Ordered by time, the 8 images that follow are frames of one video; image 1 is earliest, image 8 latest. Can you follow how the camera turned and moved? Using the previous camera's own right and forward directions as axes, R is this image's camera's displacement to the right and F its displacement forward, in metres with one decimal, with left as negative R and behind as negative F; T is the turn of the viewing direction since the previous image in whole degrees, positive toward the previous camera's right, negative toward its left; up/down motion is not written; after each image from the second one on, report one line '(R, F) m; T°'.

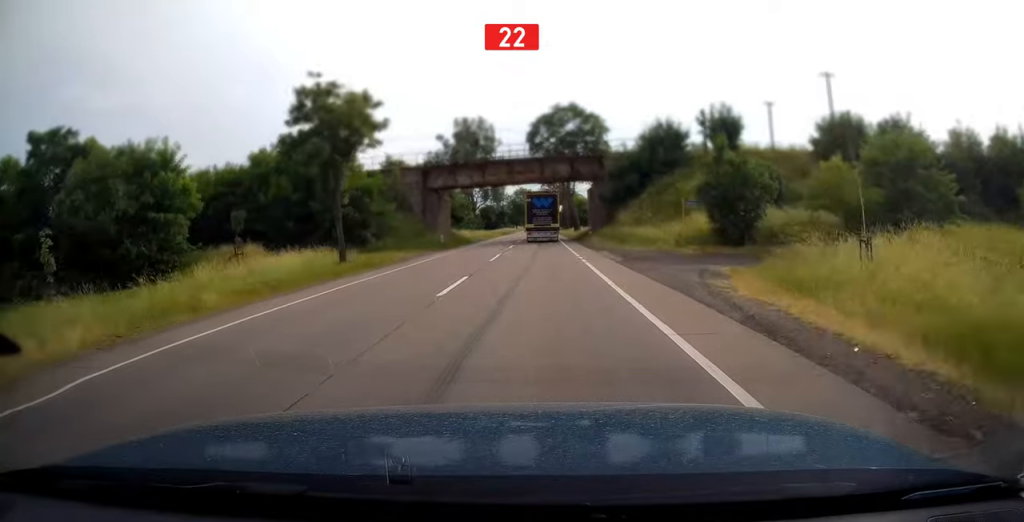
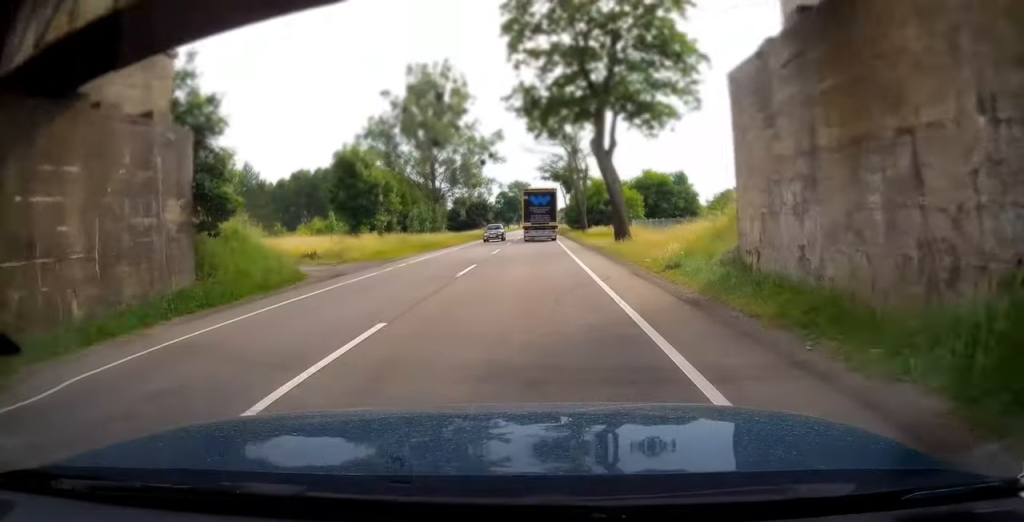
(+0.1, +44.4) m; 0°
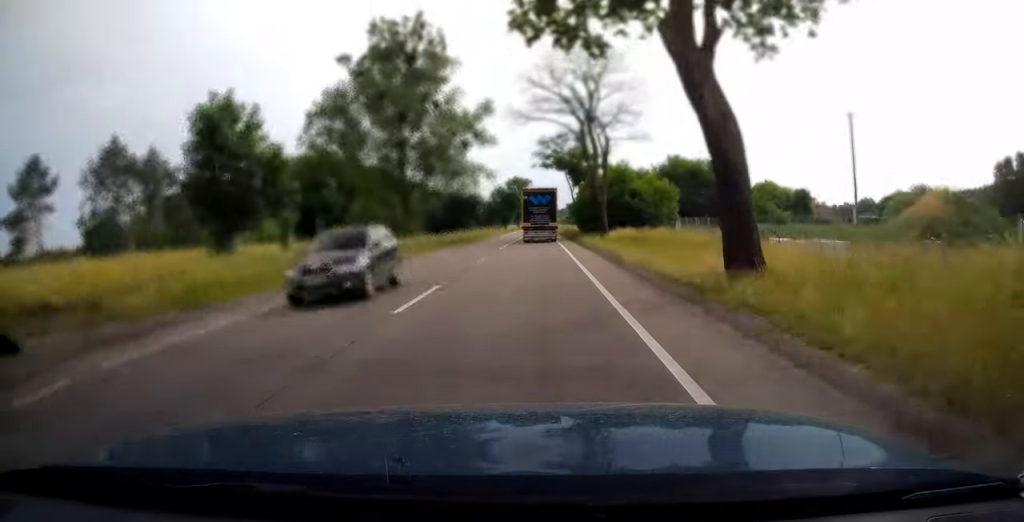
(0.0, +19.1) m; 0°
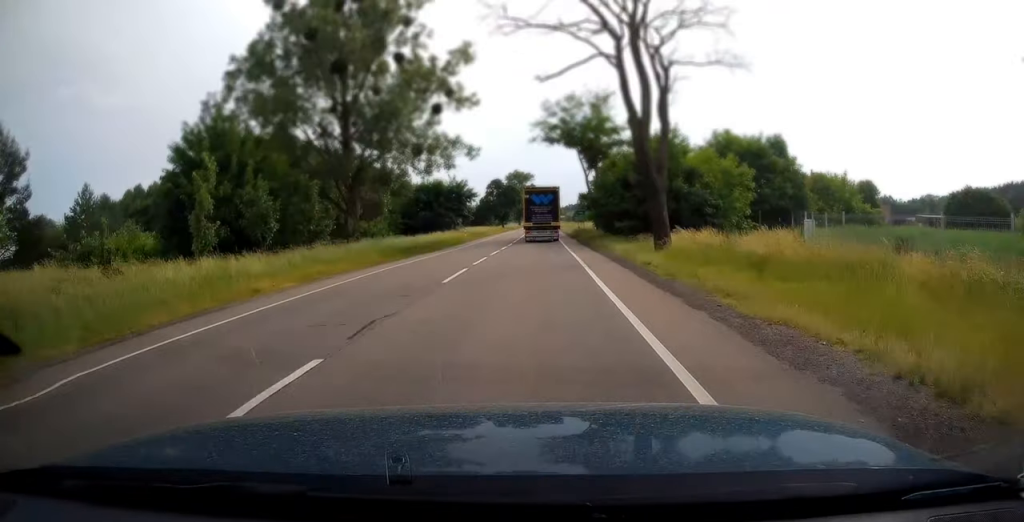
(0.0, +19.6) m; 0°
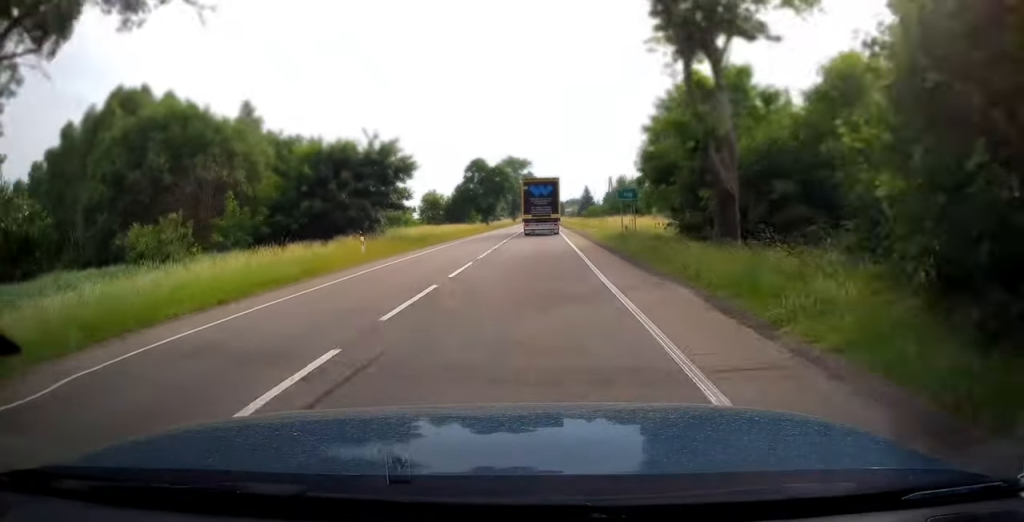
(0.0, +35.8) m; 0°
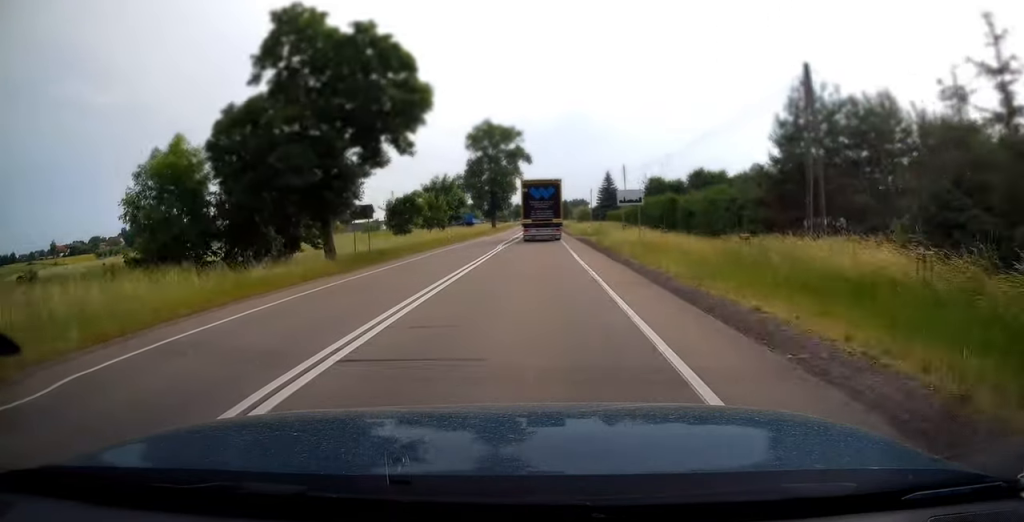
(0.0, +72.3) m; 0°
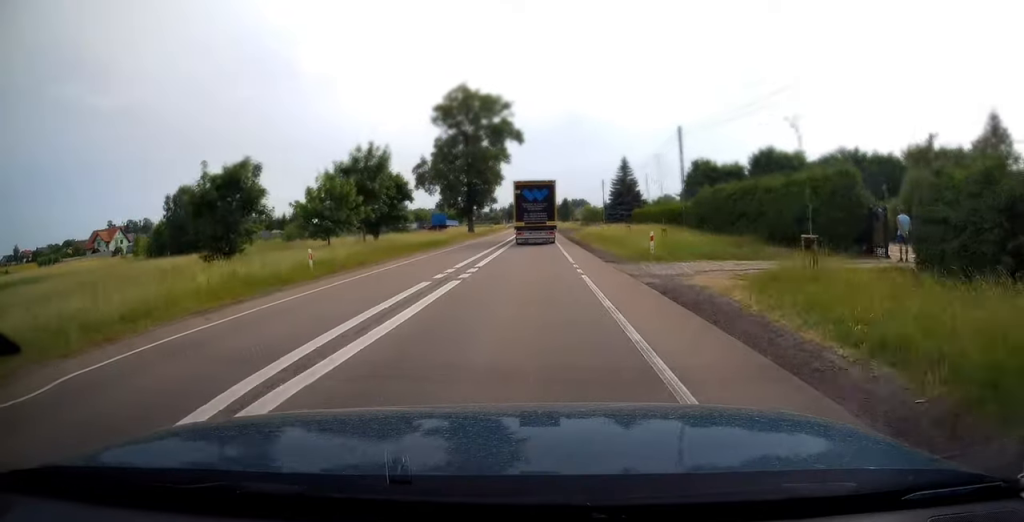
(+0.3, +31.3) m; 0°
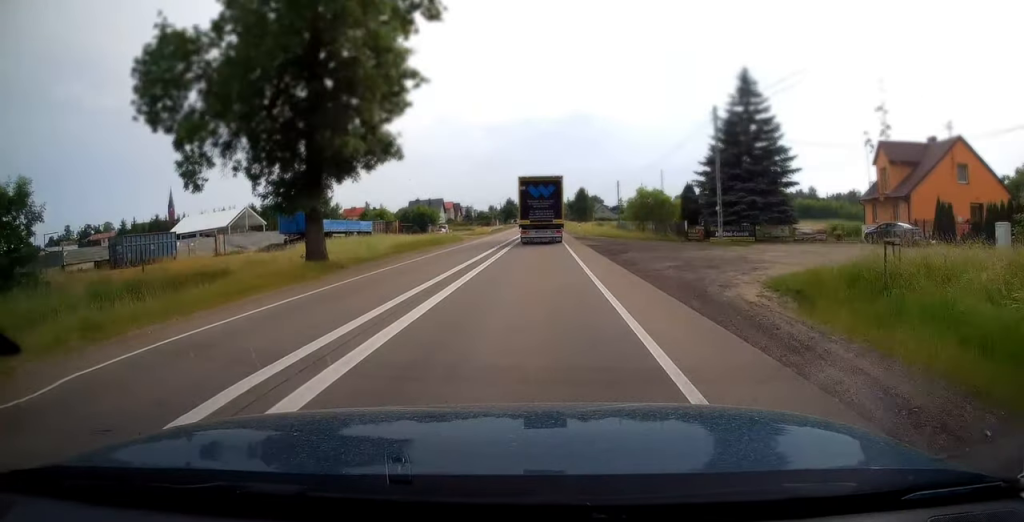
(-0.7, +58.9) m; -1°
